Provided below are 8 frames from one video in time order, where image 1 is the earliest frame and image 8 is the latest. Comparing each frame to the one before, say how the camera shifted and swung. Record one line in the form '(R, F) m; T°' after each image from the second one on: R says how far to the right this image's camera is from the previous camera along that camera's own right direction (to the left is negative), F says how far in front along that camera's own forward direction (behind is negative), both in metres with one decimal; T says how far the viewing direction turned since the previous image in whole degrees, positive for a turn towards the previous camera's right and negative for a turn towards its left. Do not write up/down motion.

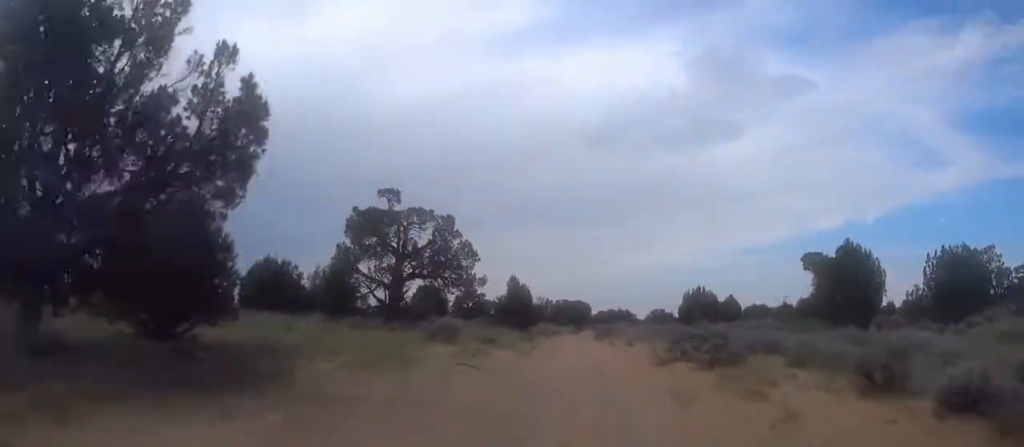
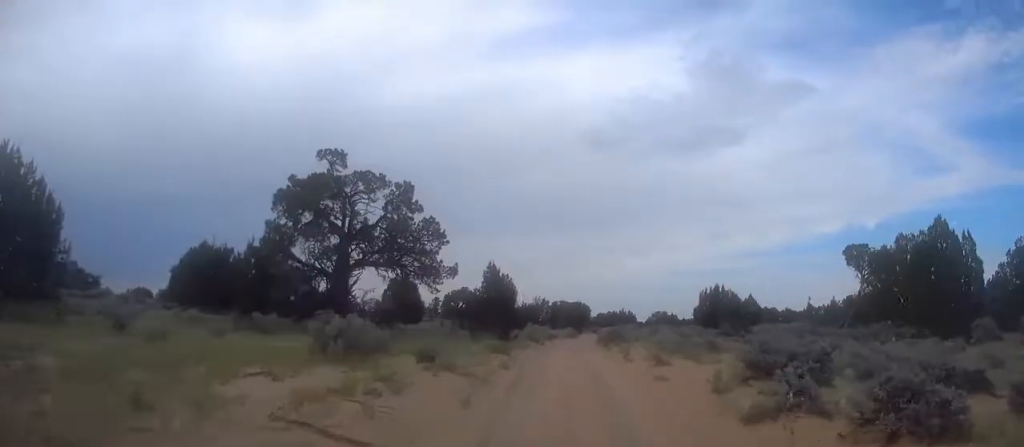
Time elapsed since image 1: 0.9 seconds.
(-0.3, +10.1) m; 0°
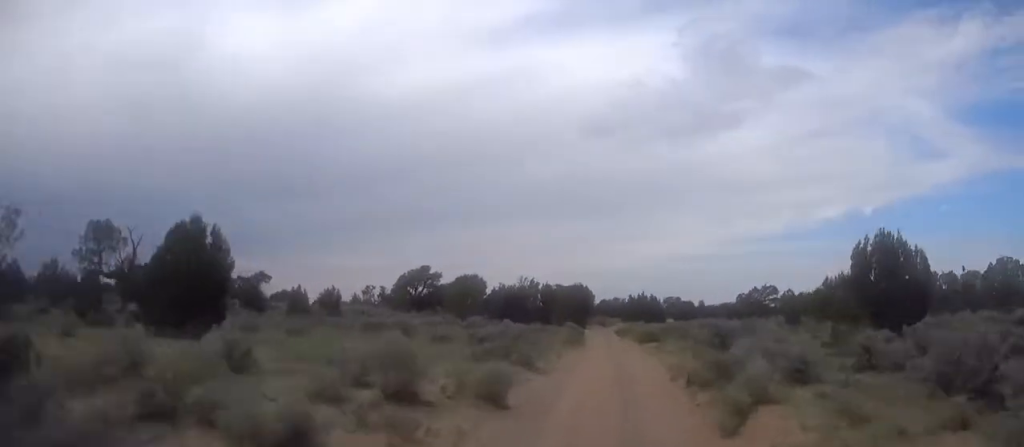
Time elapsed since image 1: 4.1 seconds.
(+0.9, +35.0) m; +4°
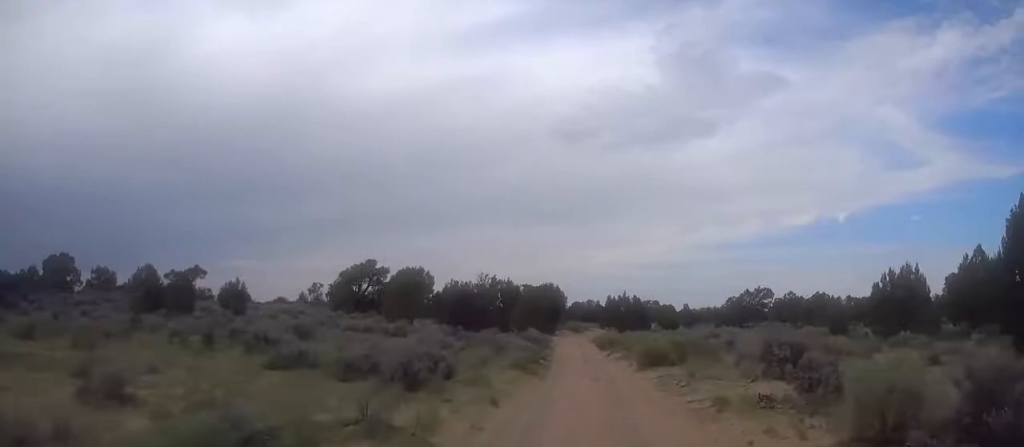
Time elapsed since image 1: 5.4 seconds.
(-0.2, +14.2) m; 0°
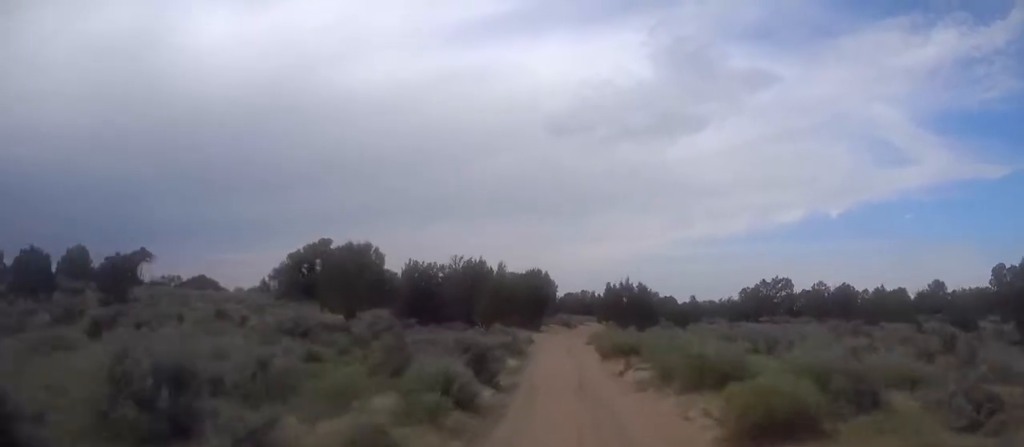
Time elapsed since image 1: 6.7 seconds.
(-0.1, +14.2) m; +1°
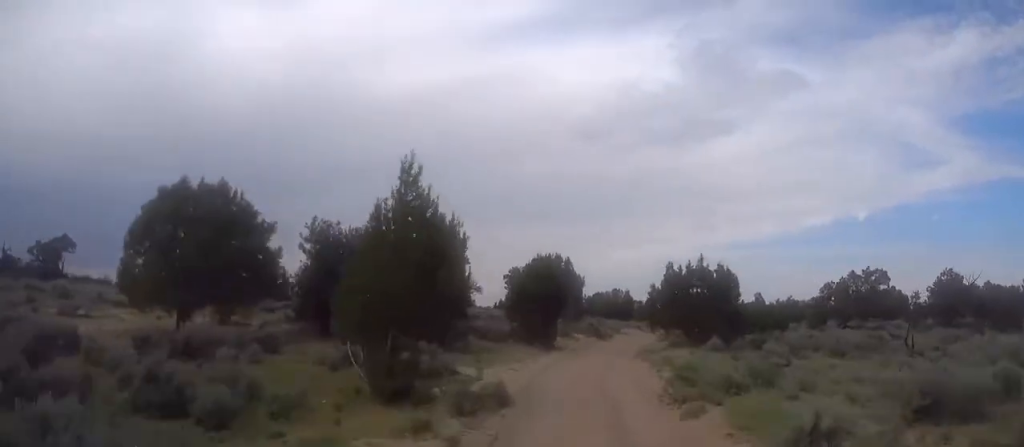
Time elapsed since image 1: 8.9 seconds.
(+0.6, +25.0) m; +1°
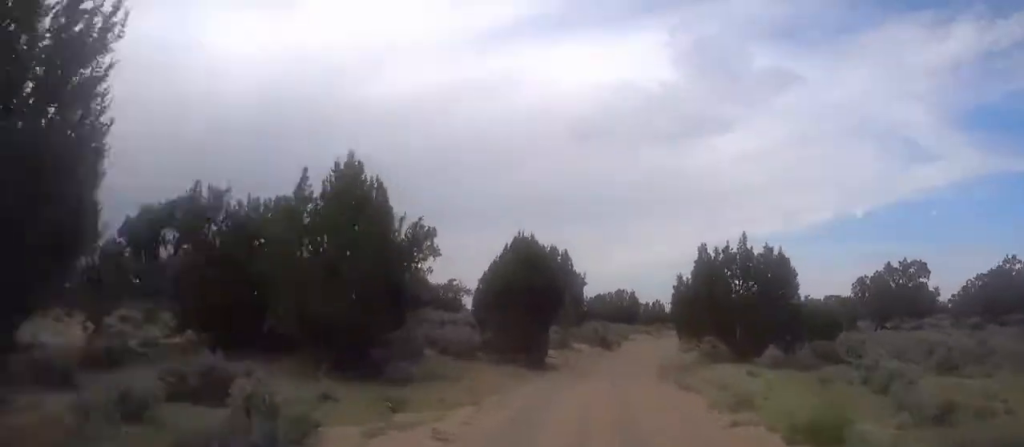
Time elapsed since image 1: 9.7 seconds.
(0.0, +9.9) m; 0°
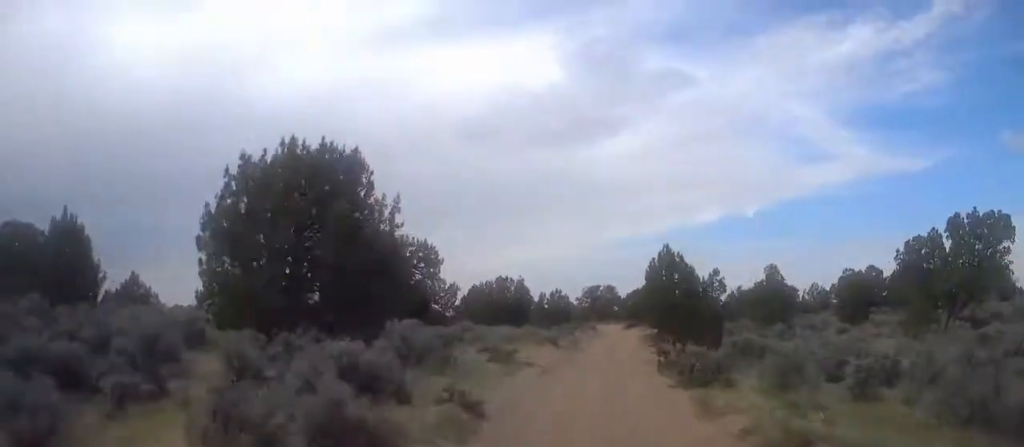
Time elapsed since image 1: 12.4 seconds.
(+0.4, +30.3) m; +6°
